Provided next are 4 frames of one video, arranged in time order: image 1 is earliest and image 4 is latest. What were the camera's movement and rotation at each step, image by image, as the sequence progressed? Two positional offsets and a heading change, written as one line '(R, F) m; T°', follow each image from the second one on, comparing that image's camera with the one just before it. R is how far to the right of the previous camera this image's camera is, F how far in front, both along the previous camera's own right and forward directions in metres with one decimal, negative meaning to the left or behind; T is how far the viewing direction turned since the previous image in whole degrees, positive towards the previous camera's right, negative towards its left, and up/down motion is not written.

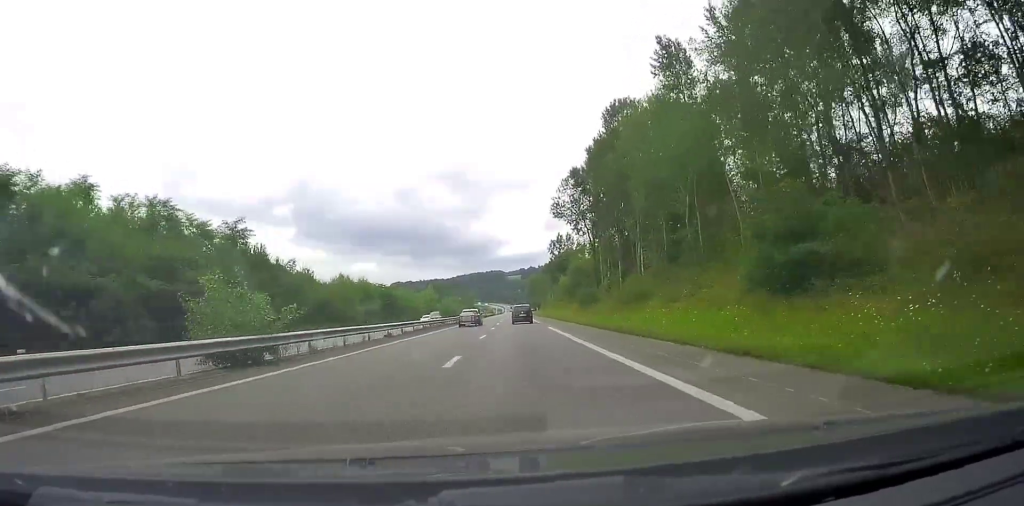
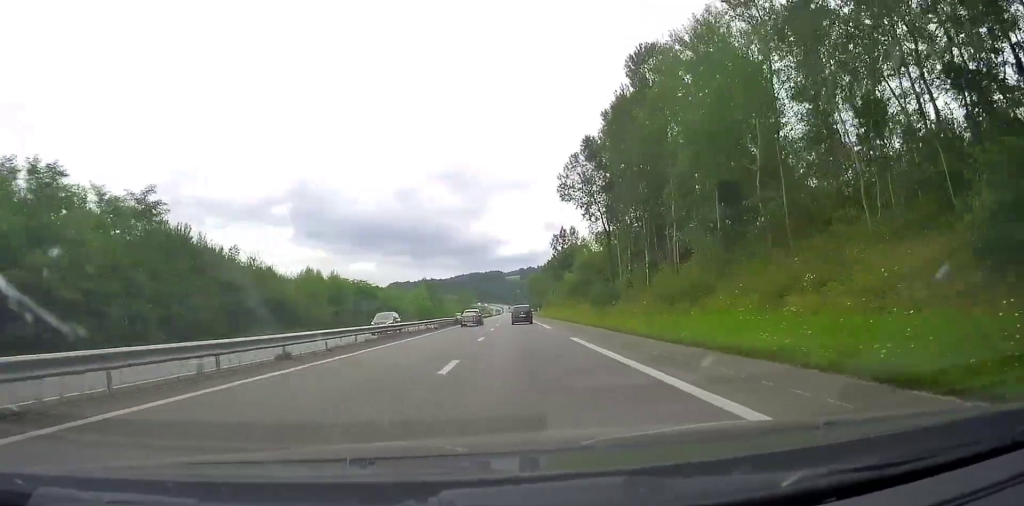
(-0.1, +14.2) m; 0°
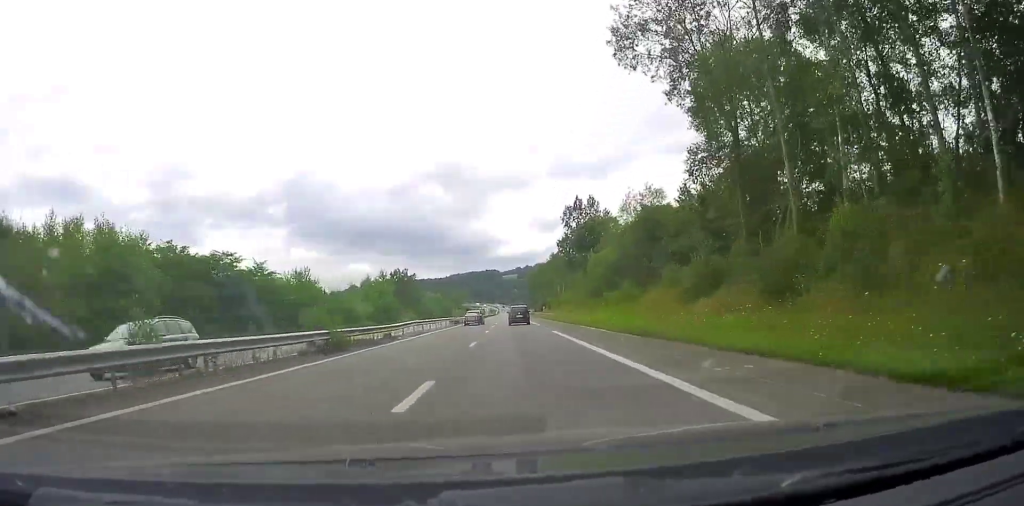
(+0.3, +44.3) m; +1°
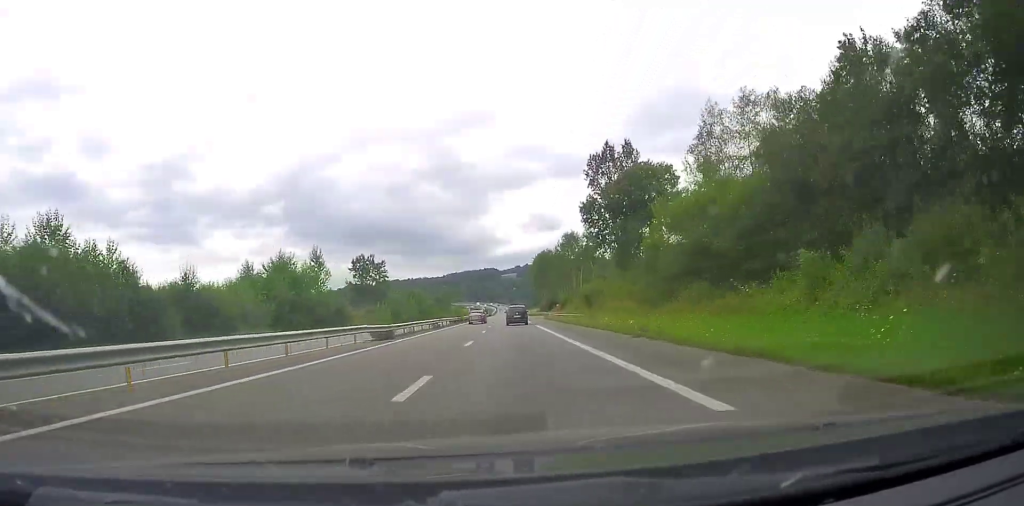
(+0.3, +40.6) m; 0°
